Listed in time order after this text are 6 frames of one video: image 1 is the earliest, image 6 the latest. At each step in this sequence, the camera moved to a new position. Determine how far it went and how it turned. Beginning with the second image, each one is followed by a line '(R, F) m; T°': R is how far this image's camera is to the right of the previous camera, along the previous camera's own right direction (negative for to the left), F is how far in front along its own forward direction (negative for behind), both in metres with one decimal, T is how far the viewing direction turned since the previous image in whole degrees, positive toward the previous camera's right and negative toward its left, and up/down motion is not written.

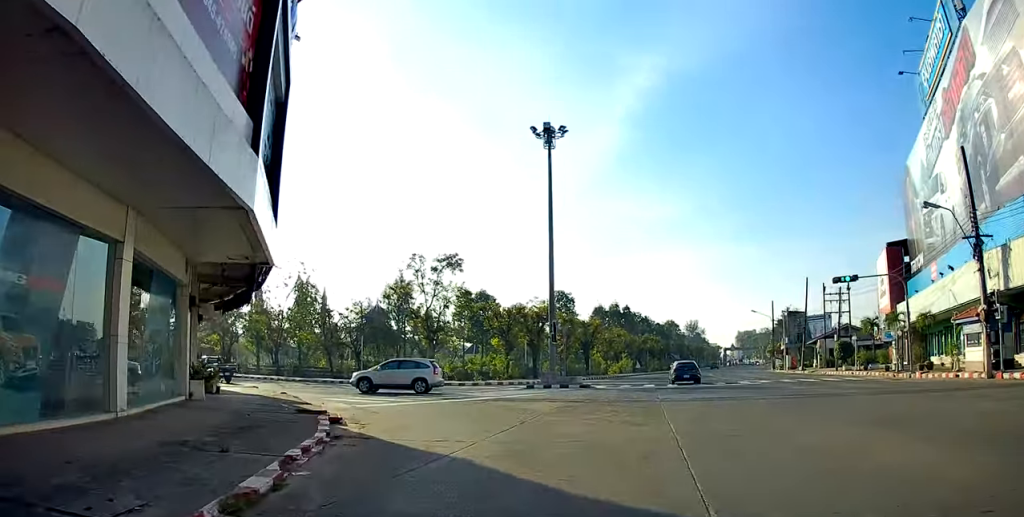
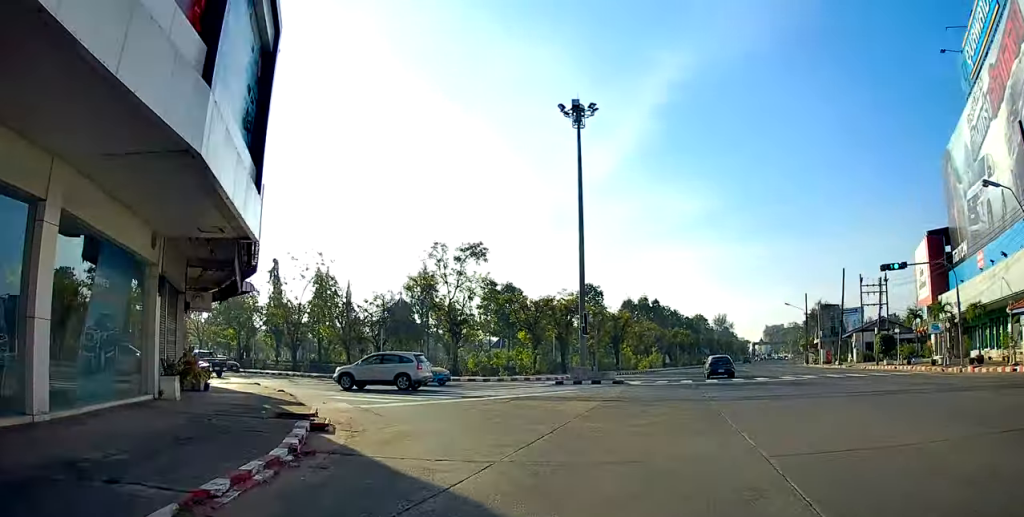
(-0.1, +2.8) m; +1°
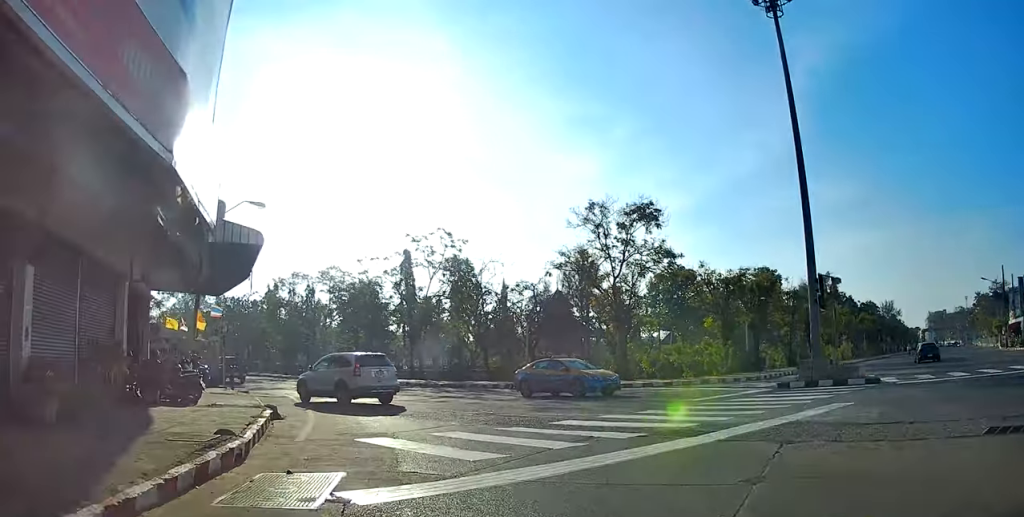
(-1.7, +11.8) m; -22°
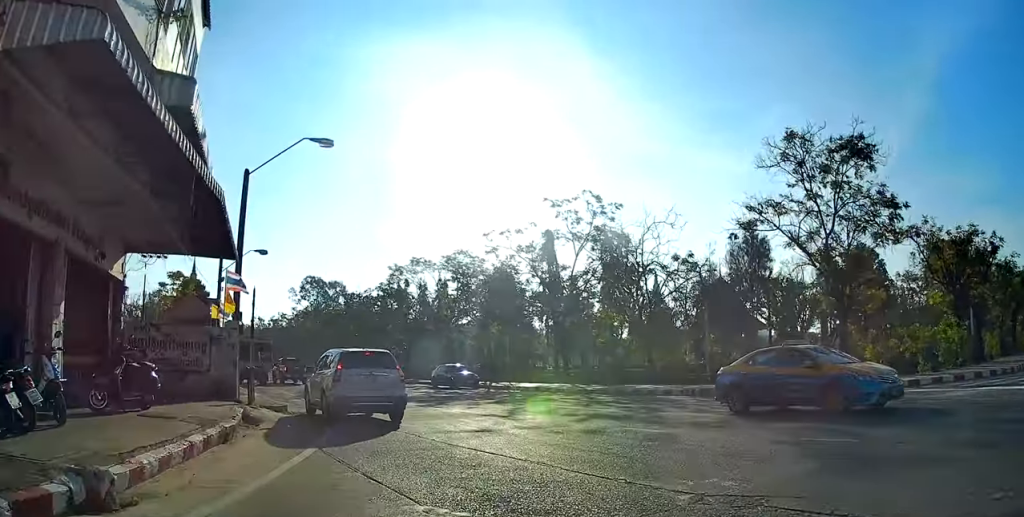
(-0.9, +10.1) m; -11°
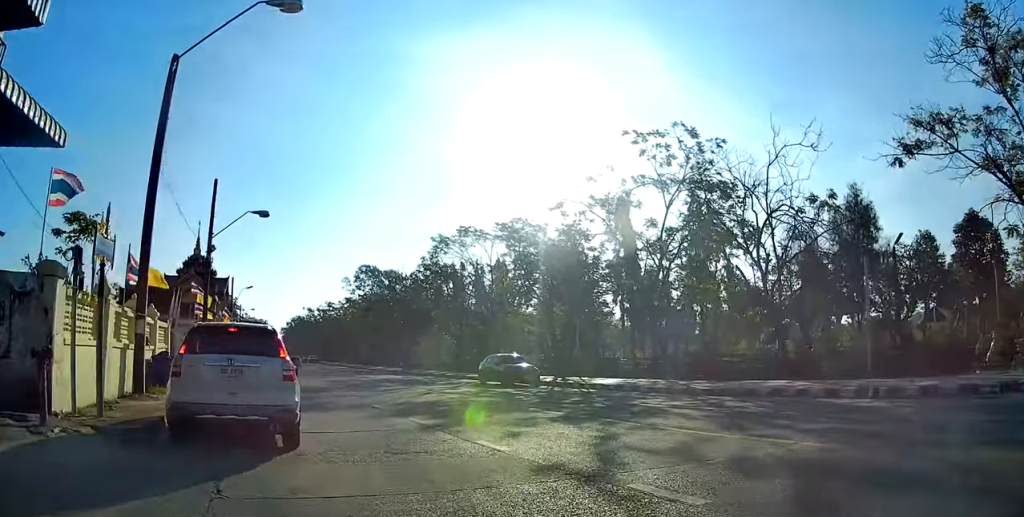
(-0.7, +9.6) m; -6°
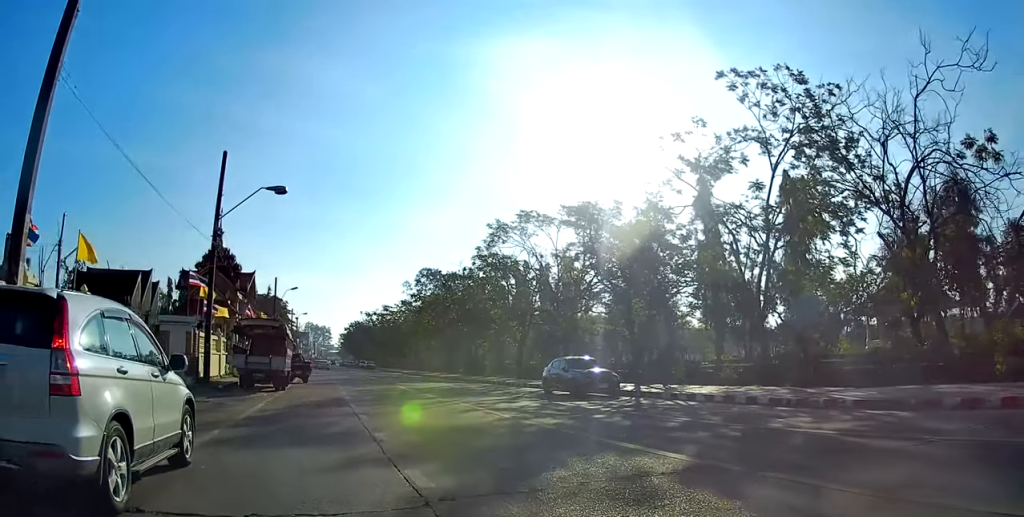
(-0.3, +6.5) m; -6°
